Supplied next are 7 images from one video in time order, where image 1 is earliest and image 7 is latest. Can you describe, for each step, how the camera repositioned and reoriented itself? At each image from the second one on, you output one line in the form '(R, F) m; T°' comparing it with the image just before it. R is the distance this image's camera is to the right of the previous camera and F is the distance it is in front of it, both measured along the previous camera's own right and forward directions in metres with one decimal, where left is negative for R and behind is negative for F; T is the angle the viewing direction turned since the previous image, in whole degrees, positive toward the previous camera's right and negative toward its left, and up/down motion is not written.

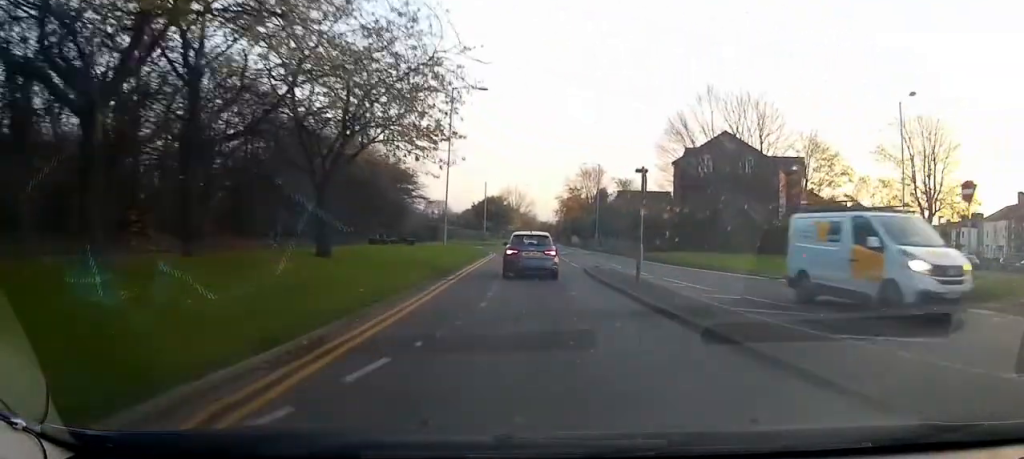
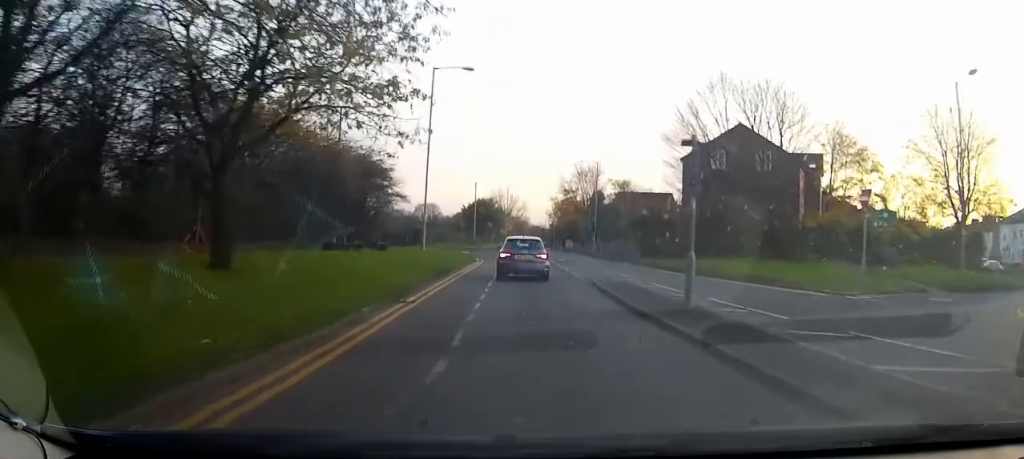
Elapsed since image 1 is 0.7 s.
(+0.1, +5.4) m; +1°
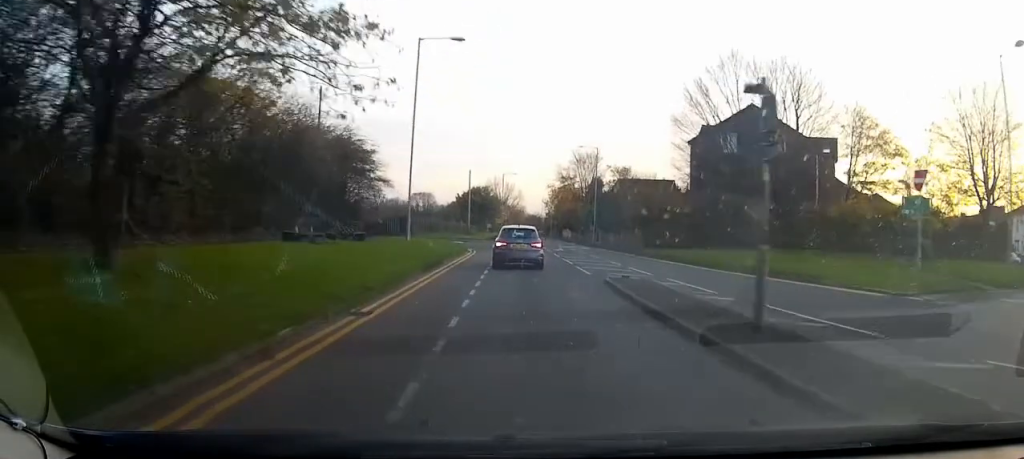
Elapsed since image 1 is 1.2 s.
(0.0, +3.3) m; 0°
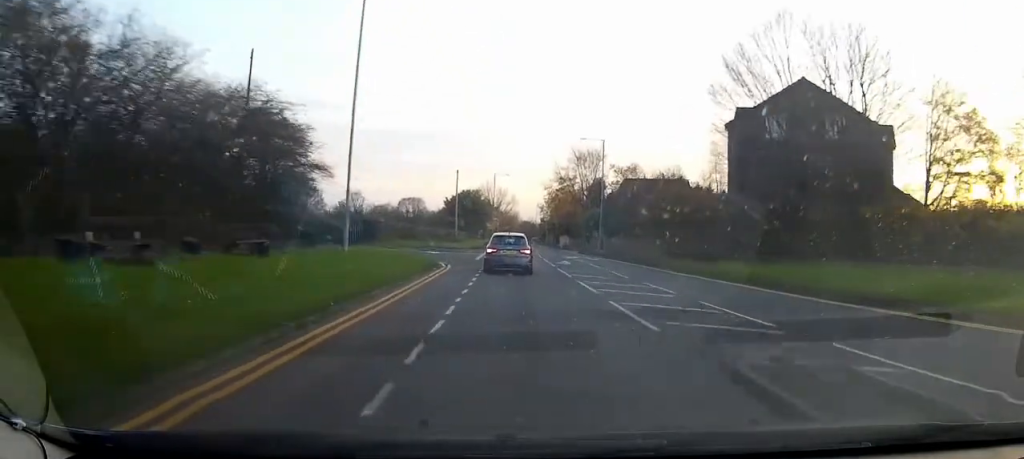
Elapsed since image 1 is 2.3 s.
(+0.1, +9.5) m; +2°
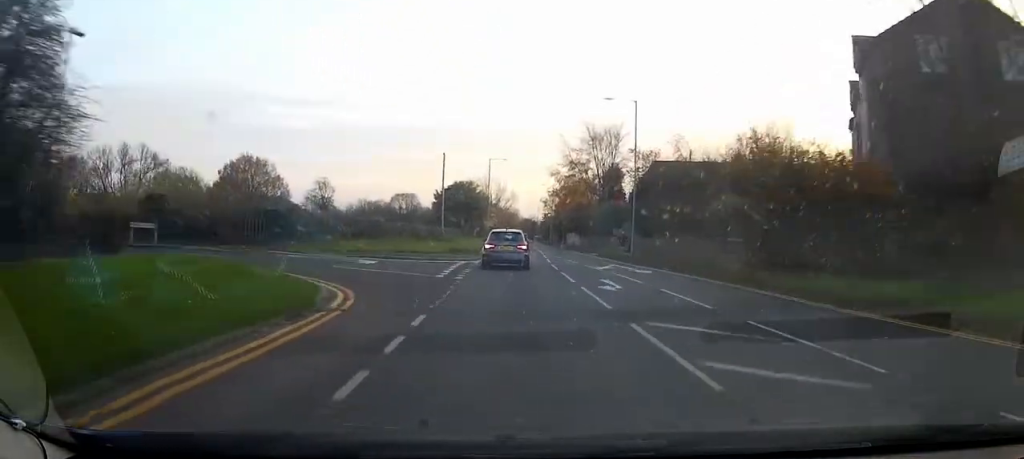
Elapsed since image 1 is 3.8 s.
(+0.4, +15.3) m; +1°
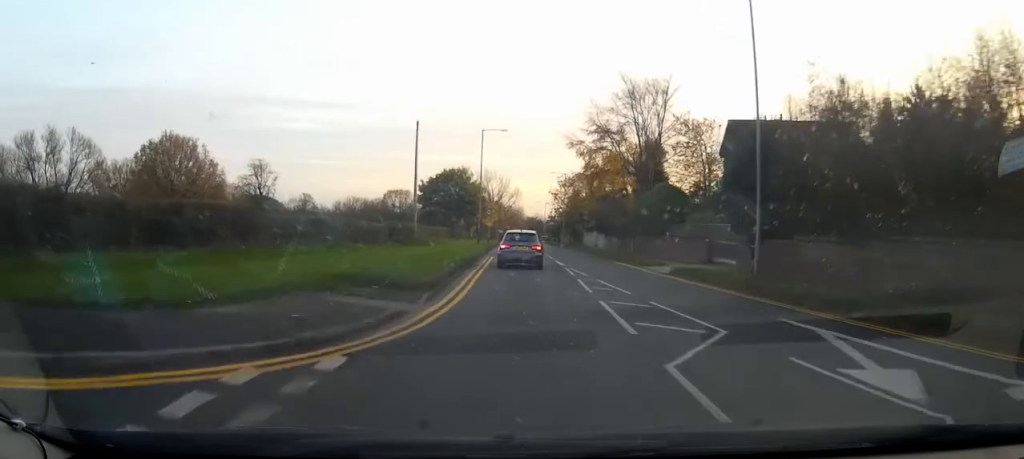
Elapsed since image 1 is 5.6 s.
(-0.5, +20.6) m; -2°
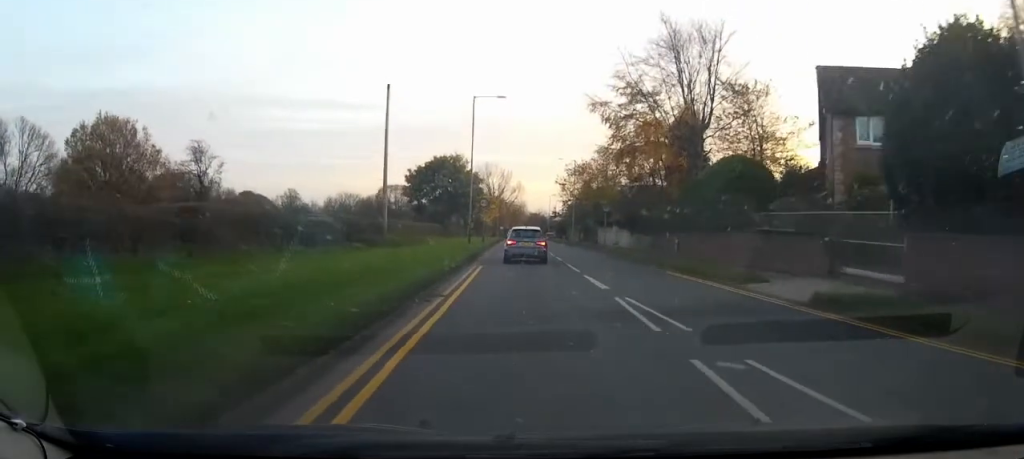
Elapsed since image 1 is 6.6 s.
(-0.1, +12.0) m; 0°
